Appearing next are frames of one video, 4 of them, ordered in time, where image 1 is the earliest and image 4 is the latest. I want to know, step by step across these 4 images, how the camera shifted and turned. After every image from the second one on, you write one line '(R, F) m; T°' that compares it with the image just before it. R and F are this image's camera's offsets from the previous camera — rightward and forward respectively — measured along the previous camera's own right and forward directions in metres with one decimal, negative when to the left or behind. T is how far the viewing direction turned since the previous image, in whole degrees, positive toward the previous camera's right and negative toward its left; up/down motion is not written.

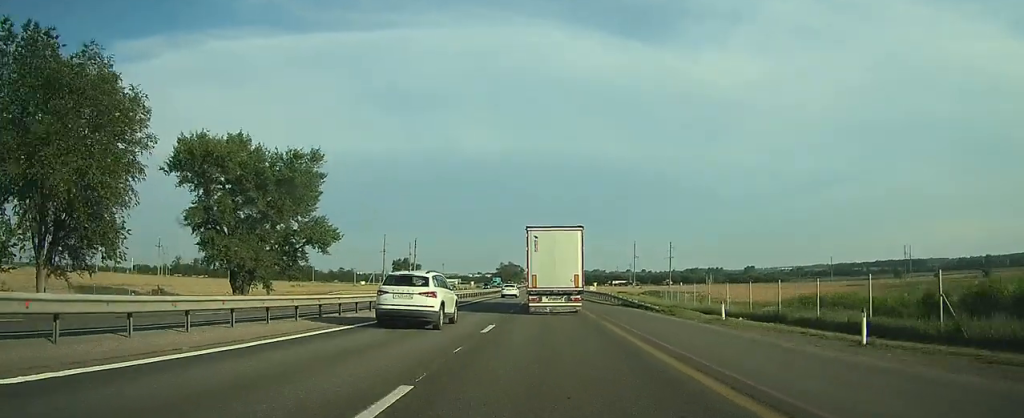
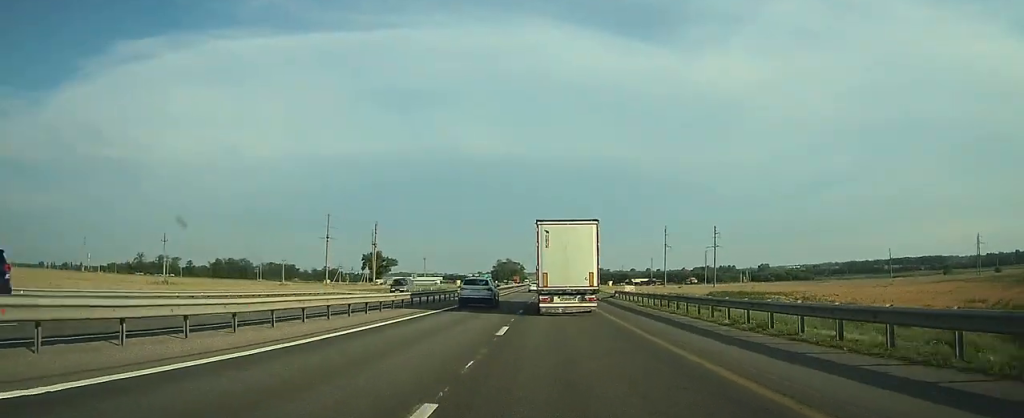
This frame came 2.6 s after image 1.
(-0.4, +64.7) m; -1°
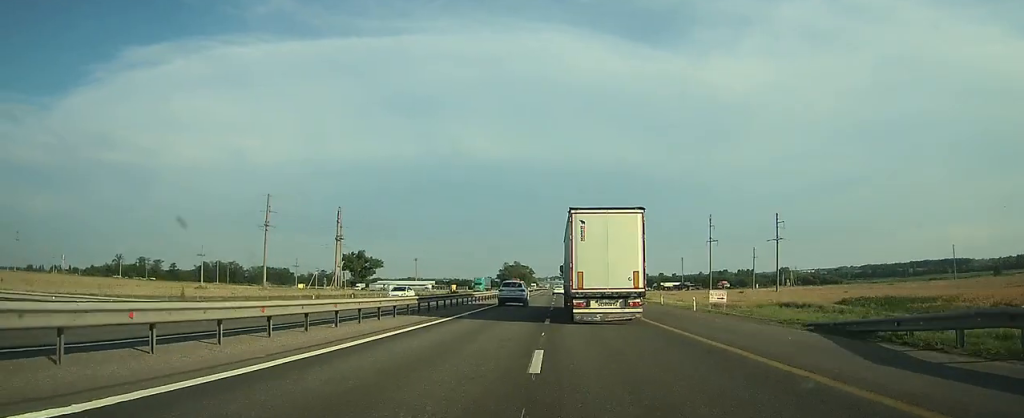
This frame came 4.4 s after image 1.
(-0.3, +41.8) m; -1°
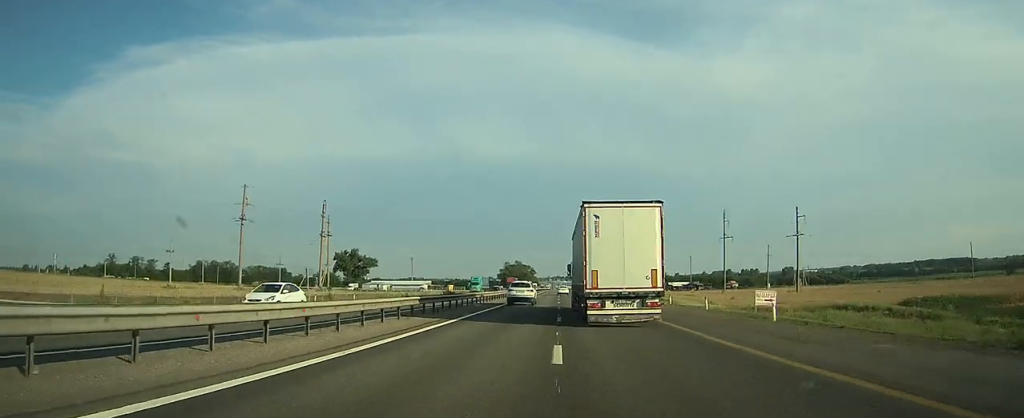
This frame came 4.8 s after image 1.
(0.0, +10.5) m; 0°
